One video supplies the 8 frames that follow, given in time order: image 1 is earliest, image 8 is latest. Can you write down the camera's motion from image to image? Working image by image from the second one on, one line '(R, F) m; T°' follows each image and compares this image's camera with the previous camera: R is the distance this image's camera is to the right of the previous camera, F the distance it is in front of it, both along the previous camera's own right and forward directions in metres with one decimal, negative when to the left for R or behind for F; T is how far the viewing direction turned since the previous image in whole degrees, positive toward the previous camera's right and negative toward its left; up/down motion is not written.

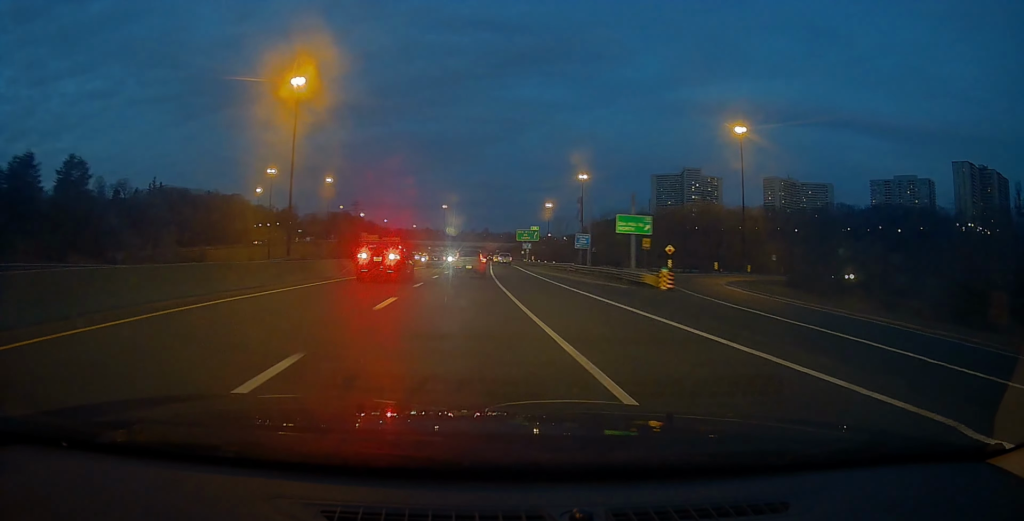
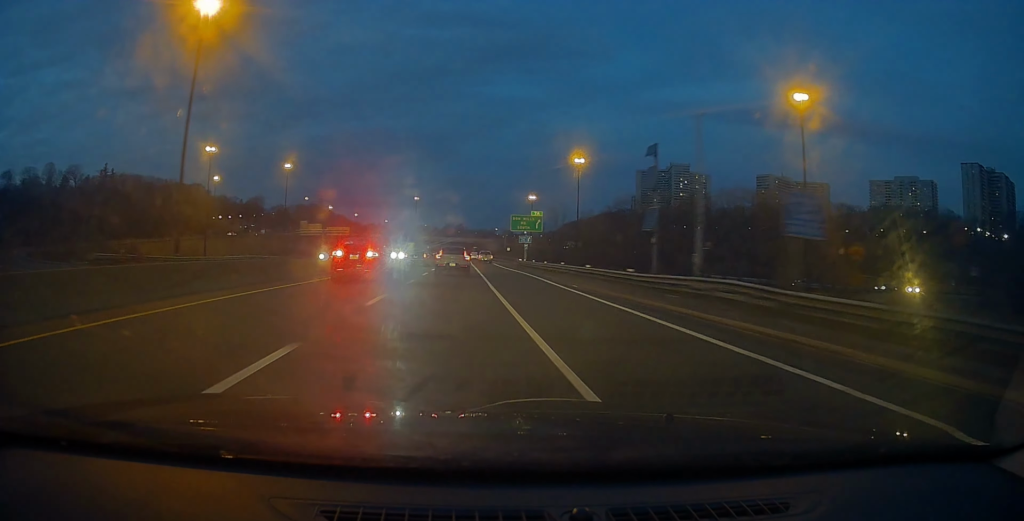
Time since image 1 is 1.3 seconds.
(+0.8, +34.9) m; +1°
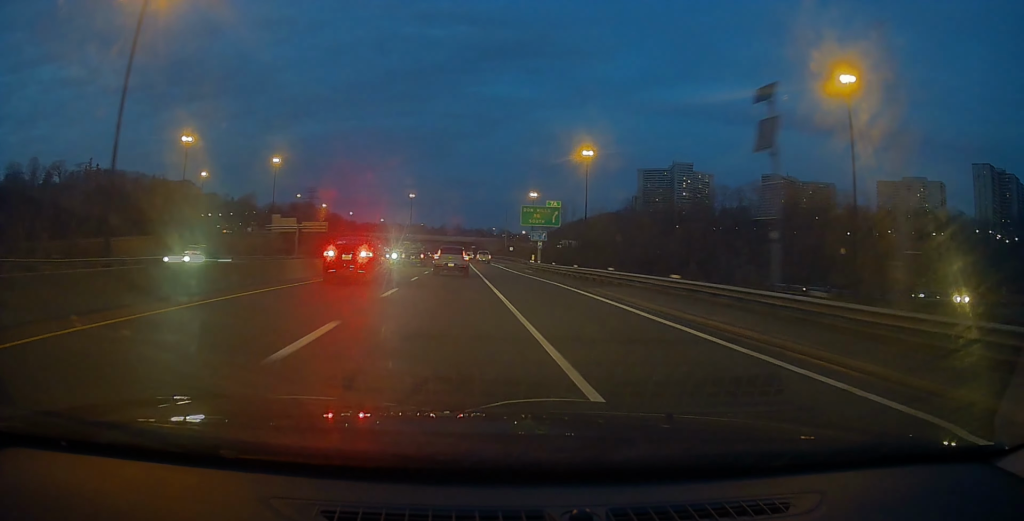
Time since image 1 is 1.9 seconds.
(-0.1, +15.4) m; +1°
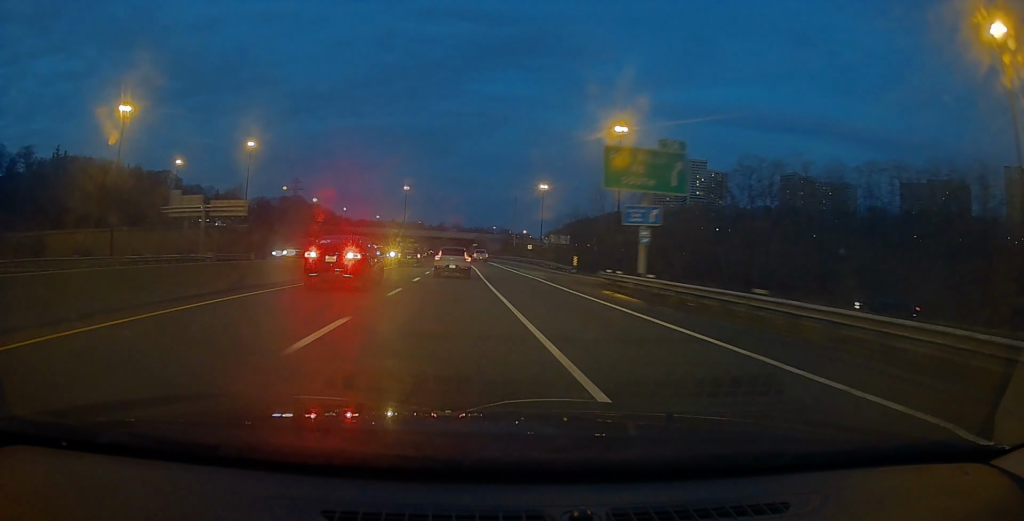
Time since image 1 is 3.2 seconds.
(+0.8, +35.4) m; +2°
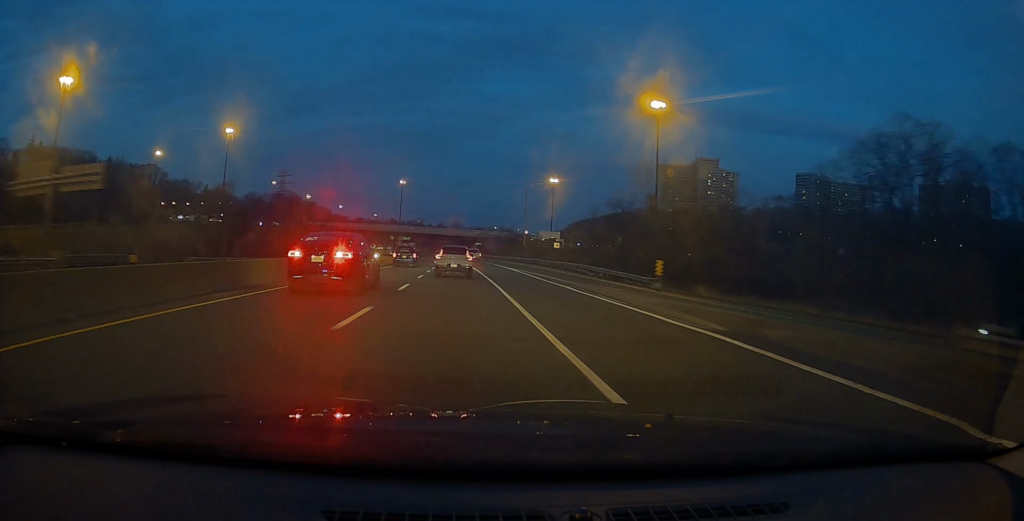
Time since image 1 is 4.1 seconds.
(-0.1, +25.4) m; -1°
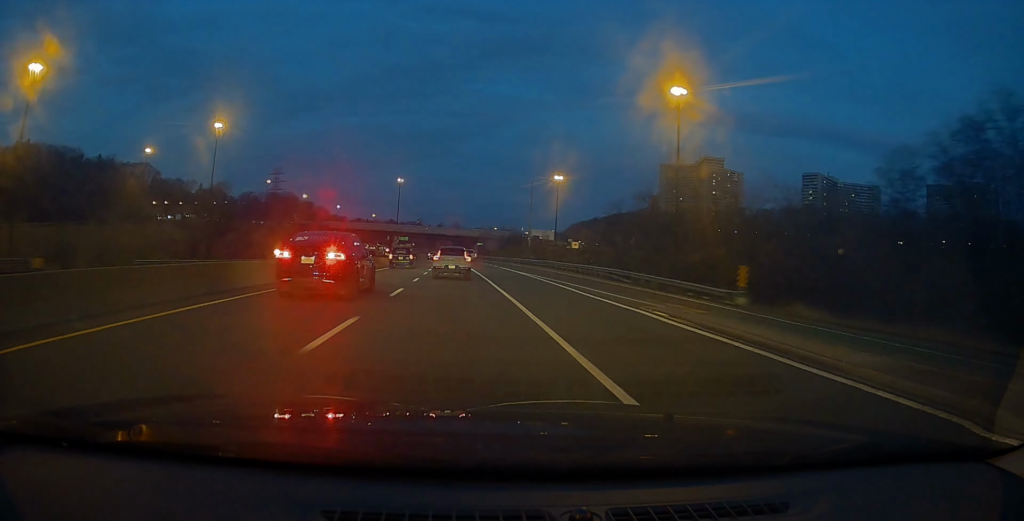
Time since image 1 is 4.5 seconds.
(0.0, +10.9) m; 0°
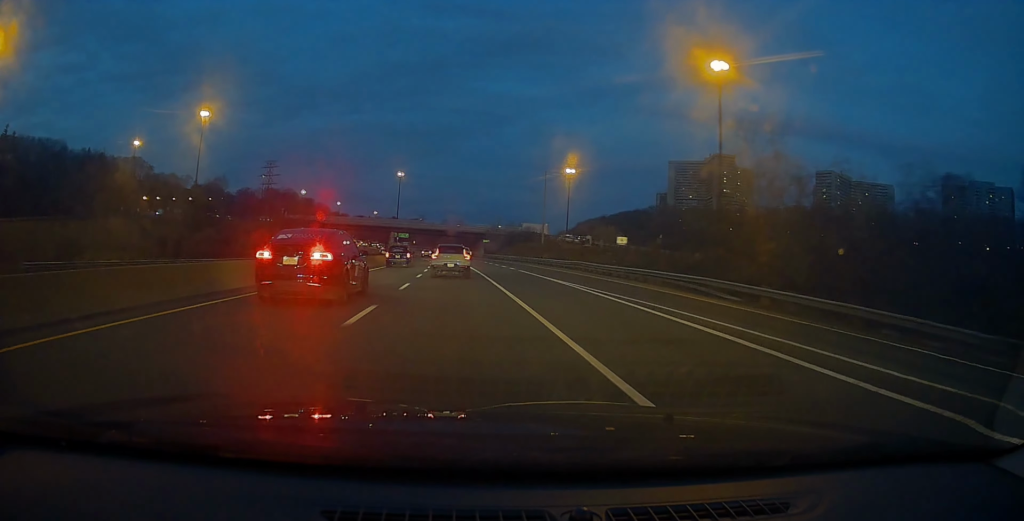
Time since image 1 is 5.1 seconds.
(-0.1, +15.4) m; 0°
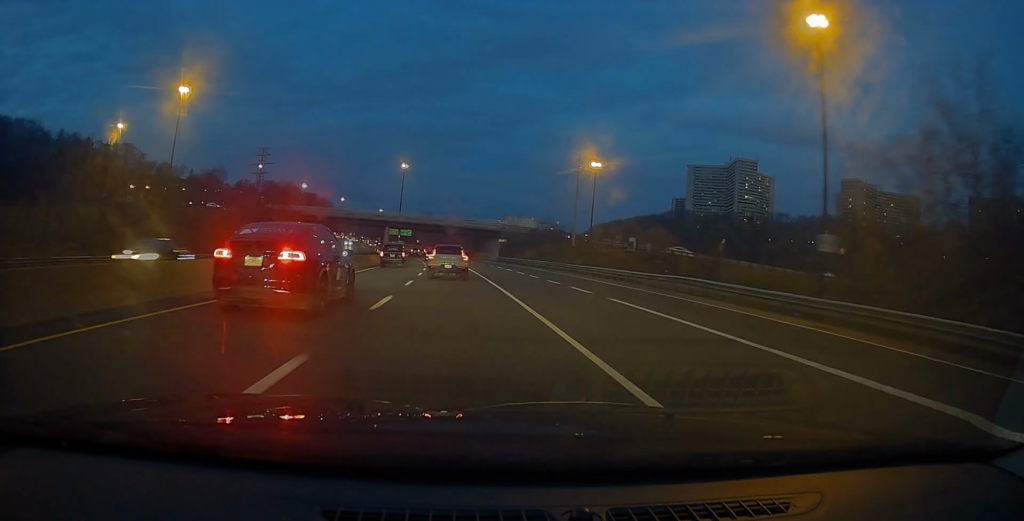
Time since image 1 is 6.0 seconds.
(+0.1, +24.4) m; 0°
